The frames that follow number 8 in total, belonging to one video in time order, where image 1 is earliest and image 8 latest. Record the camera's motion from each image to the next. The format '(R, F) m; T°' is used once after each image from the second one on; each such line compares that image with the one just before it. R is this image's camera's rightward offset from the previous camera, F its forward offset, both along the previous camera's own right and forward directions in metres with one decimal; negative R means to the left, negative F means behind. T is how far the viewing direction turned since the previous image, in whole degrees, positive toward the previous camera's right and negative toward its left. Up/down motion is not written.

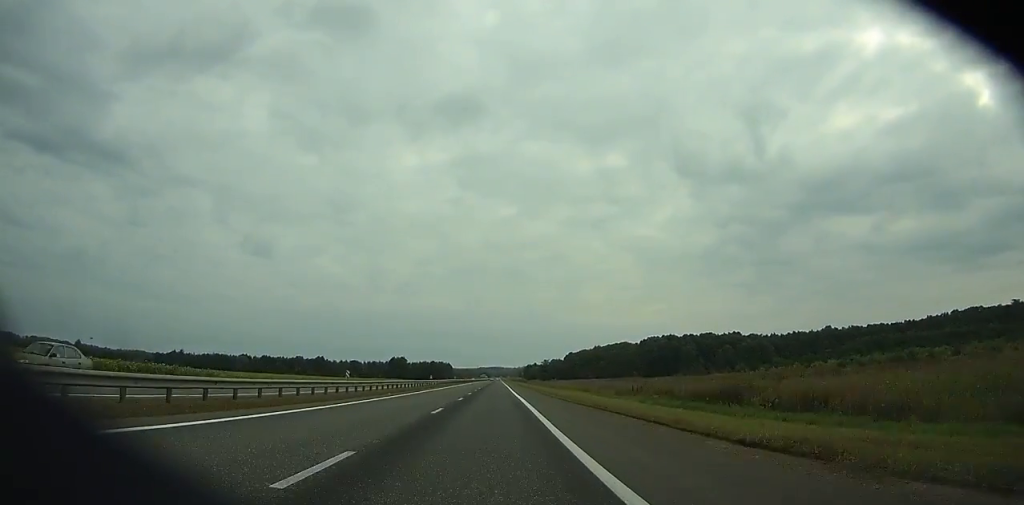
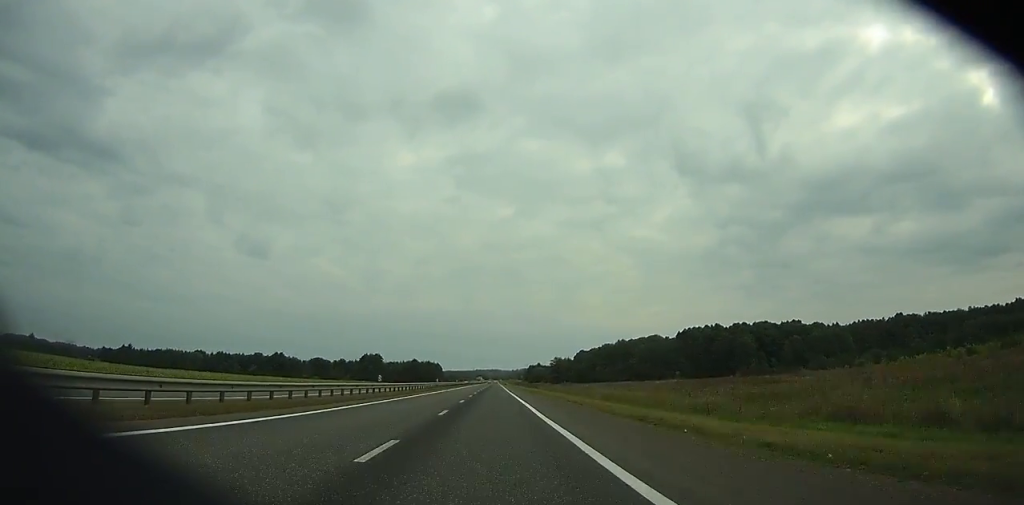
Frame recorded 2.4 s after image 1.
(-0.1, +69.9) m; 0°
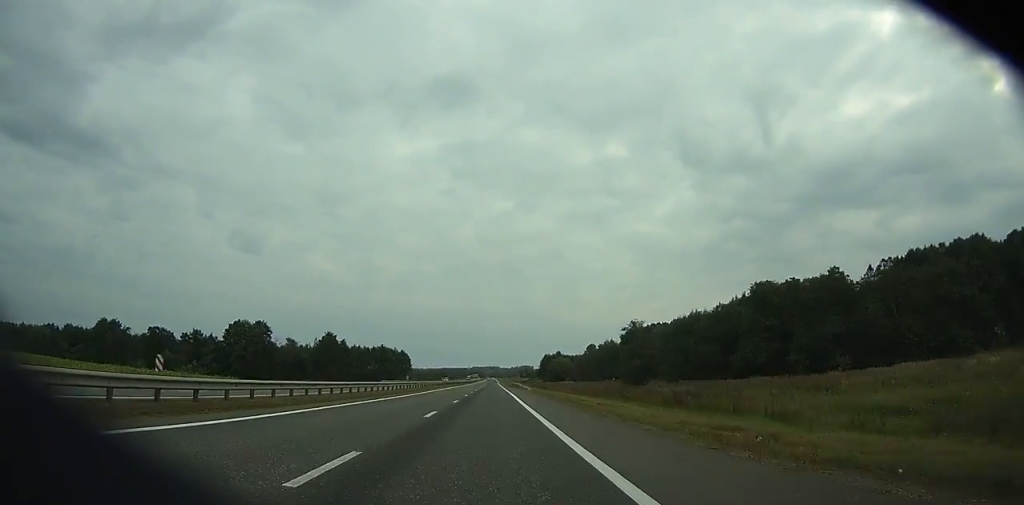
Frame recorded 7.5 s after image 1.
(0.0, +147.7) m; 0°
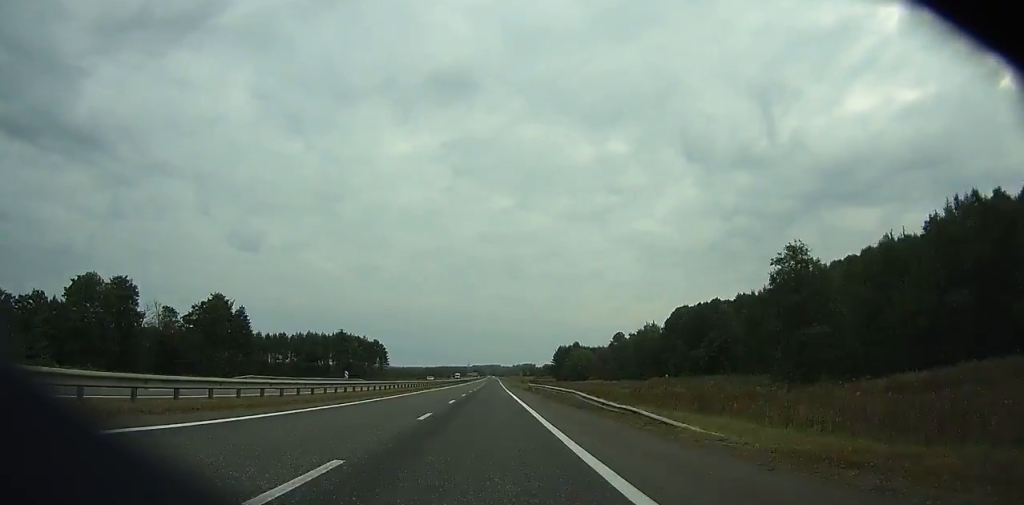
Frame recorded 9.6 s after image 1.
(0.0, +60.3) m; 0°
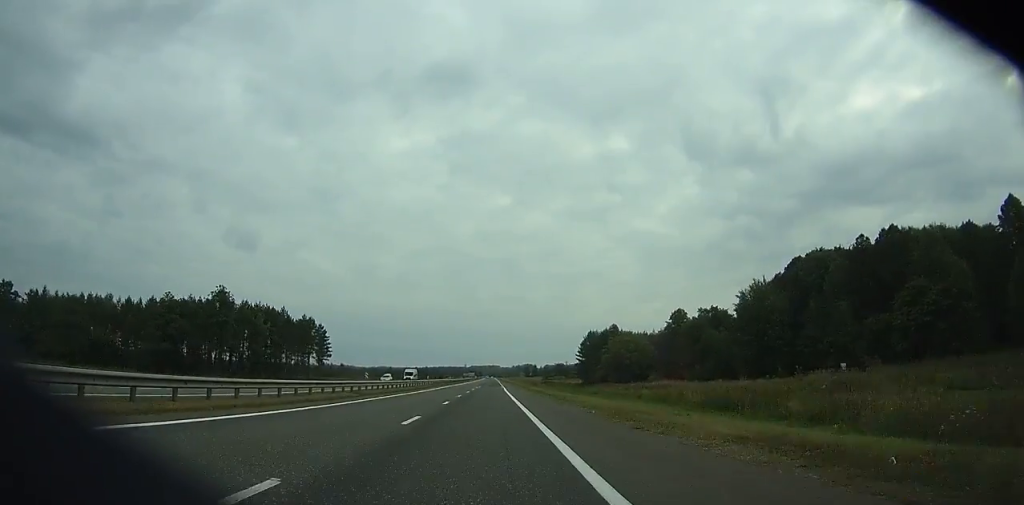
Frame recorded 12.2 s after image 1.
(+0.1, +74.3) m; 0°
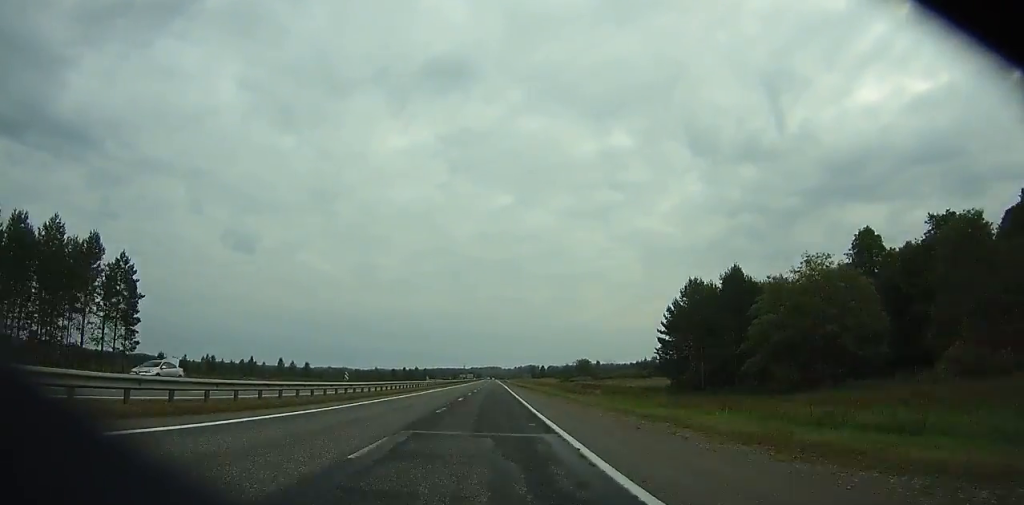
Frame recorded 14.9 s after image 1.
(0.0, +76.6) m; 0°
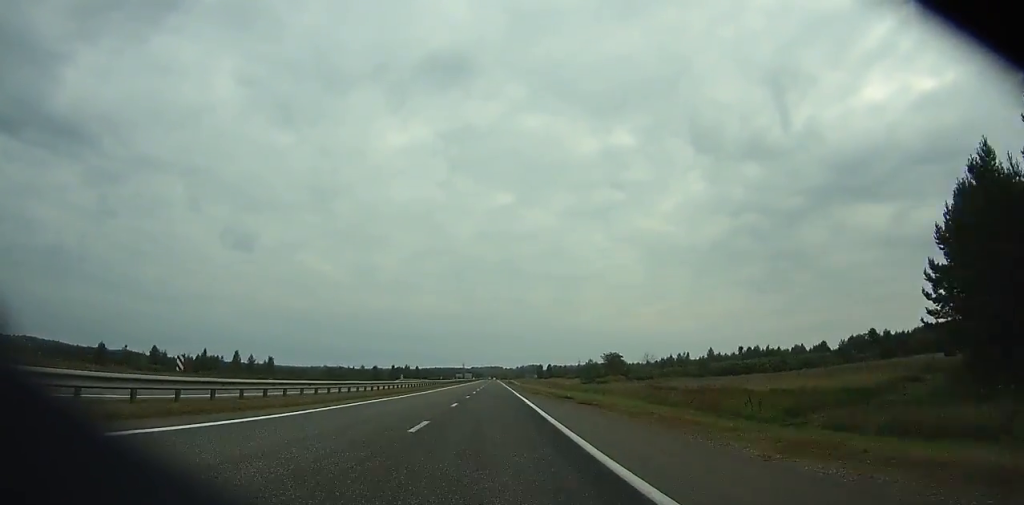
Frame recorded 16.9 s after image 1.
(-0.1, +56.4) m; 0°
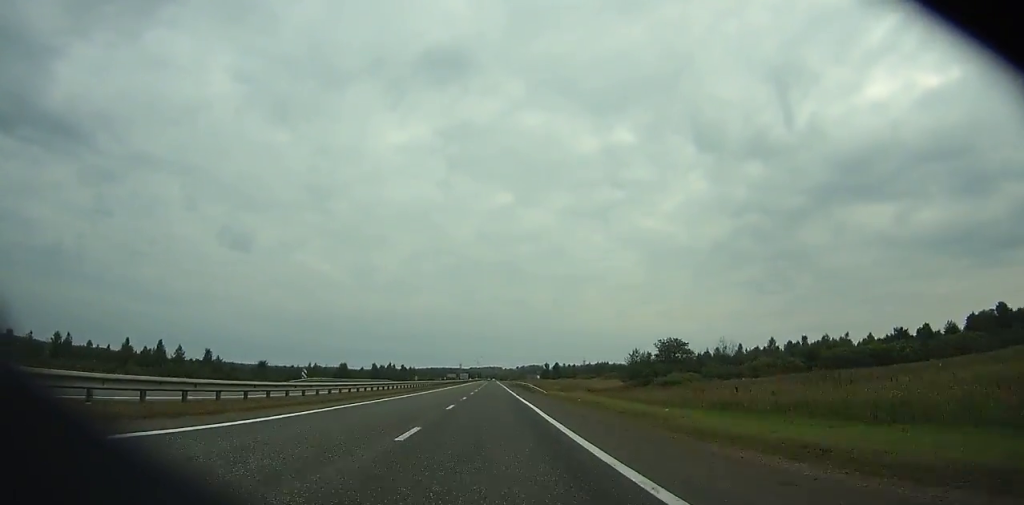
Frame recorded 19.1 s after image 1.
(-0.1, +61.5) m; 0°
